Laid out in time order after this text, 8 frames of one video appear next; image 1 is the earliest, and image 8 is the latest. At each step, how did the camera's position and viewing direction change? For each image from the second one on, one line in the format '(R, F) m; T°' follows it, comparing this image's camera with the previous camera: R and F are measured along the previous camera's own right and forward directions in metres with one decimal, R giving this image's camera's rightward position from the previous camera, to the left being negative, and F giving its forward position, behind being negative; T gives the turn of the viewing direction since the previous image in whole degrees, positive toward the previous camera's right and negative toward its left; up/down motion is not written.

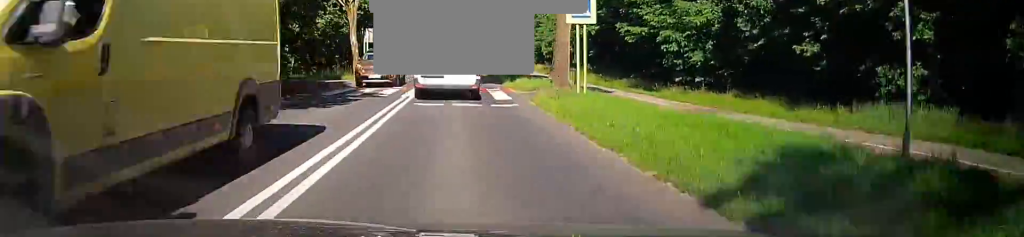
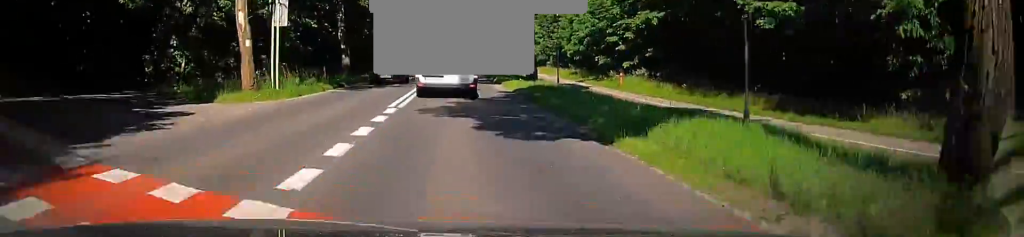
(-0.1, +20.0) m; +1°
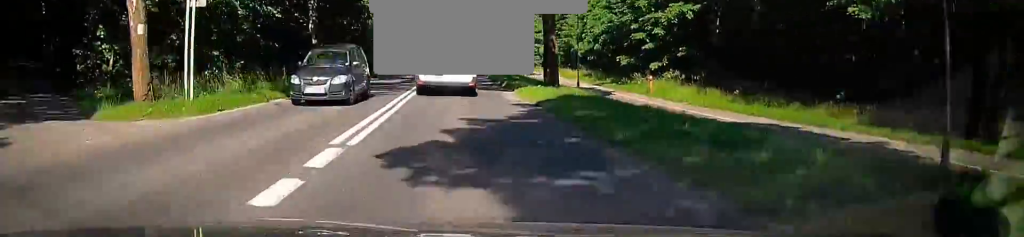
(+0.1, +6.8) m; +1°
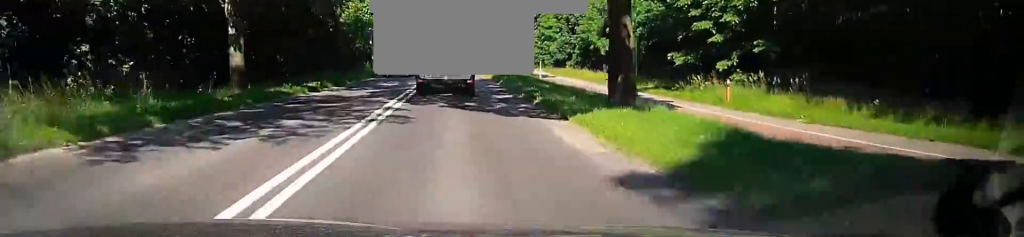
(+0.2, +10.5) m; +1°
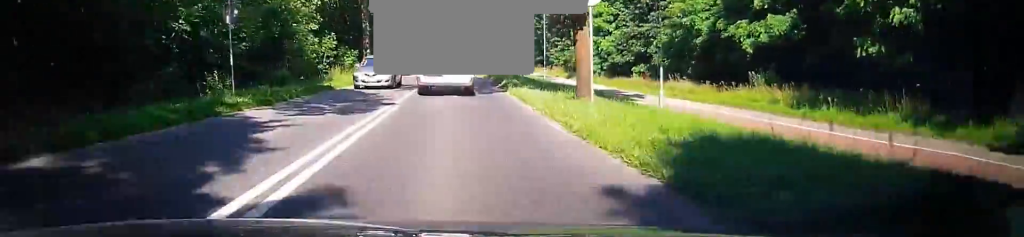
(0.0, +28.0) m; -1°
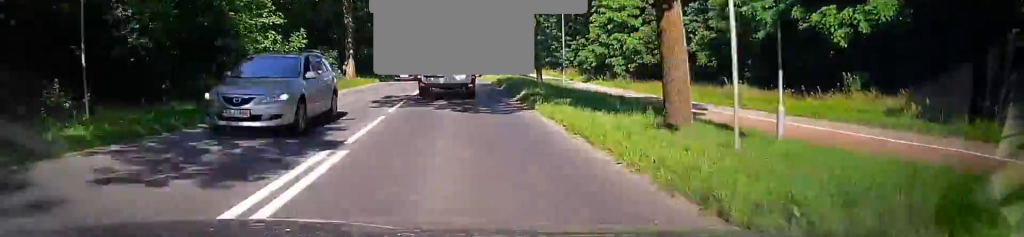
(0.0, +7.4) m; 0°
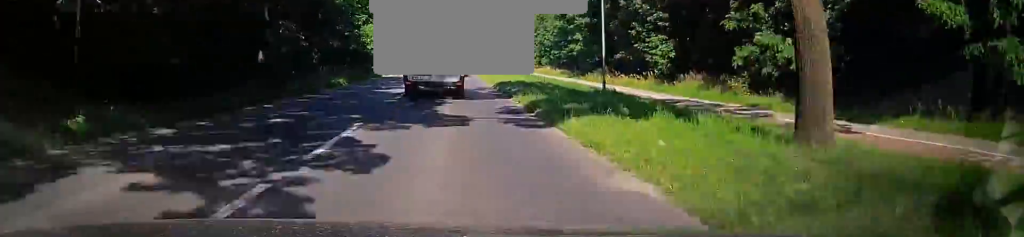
(-0.1, +36.6) m; 0°
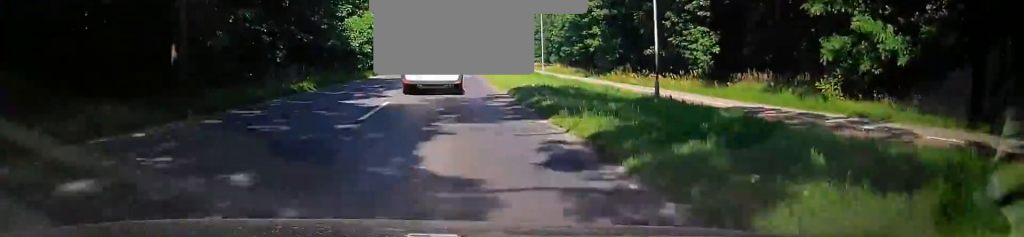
(0.0, +6.8) m; 0°
